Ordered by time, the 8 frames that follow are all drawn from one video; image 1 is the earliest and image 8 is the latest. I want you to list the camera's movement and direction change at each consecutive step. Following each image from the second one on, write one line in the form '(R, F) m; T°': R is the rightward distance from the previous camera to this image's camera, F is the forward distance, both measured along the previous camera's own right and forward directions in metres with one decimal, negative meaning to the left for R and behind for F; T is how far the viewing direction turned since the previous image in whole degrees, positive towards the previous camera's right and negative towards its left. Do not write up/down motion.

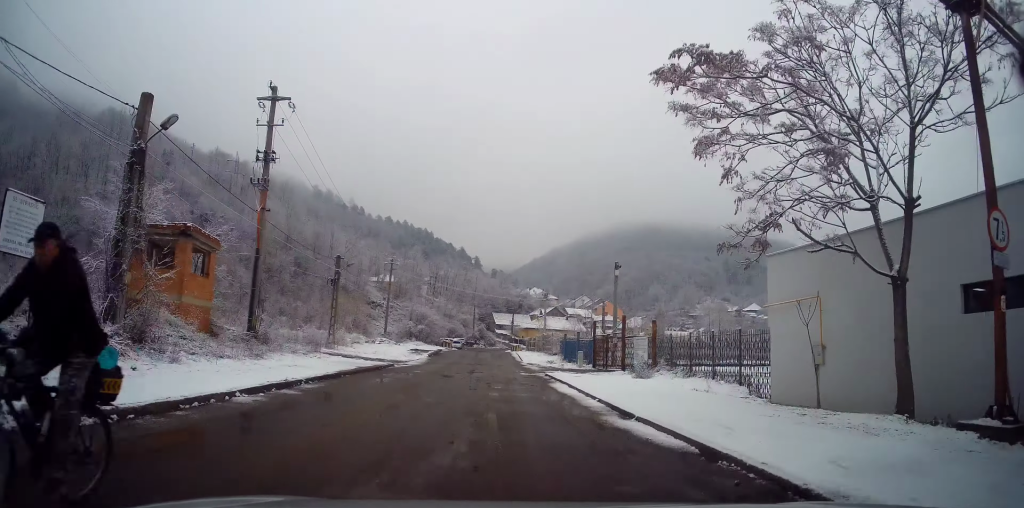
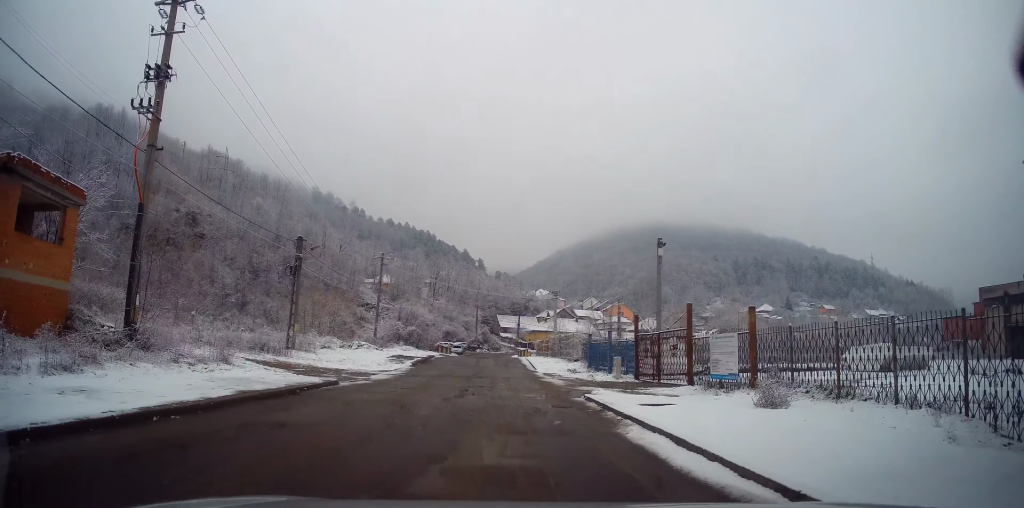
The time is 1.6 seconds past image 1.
(+0.4, +9.9) m; +4°
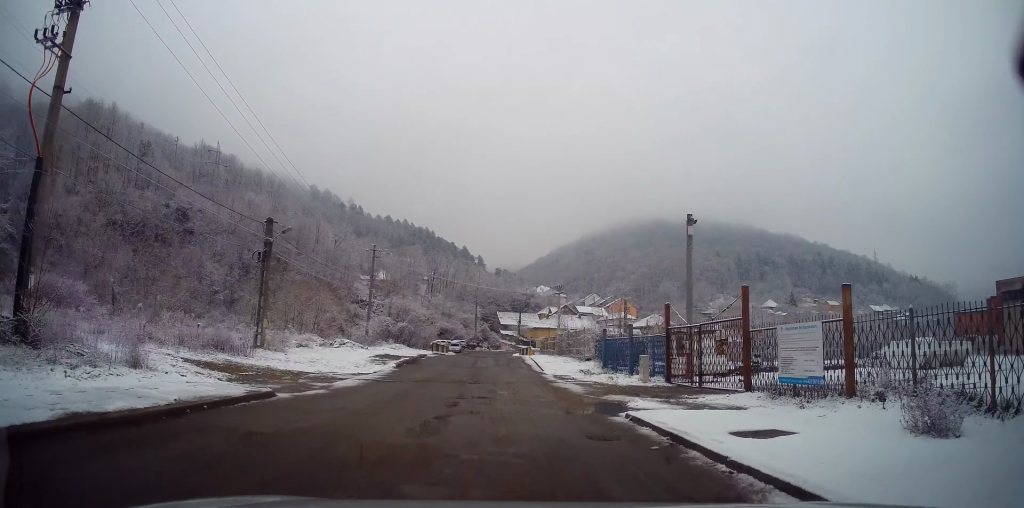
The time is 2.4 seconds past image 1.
(-0.1, +5.0) m; +1°
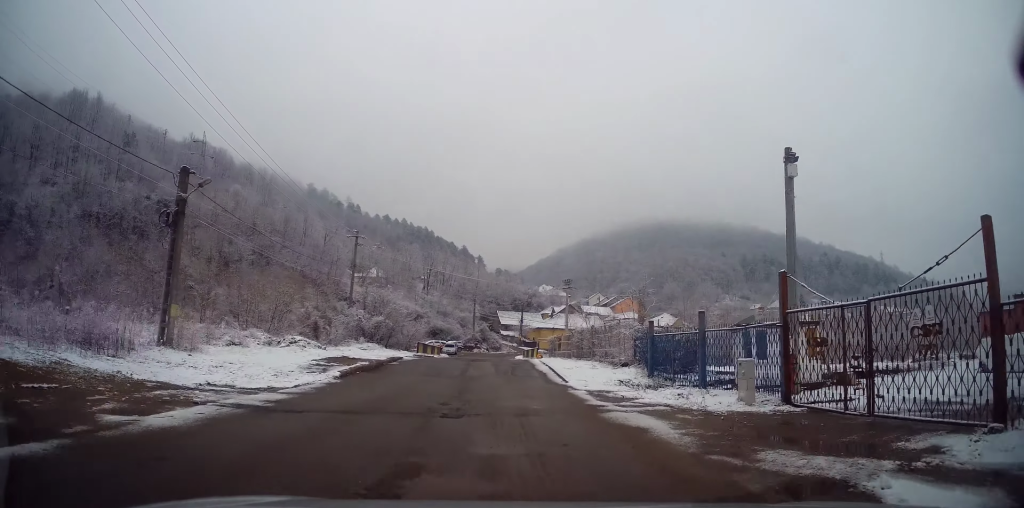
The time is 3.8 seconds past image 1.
(-0.1, +9.2) m; -3°
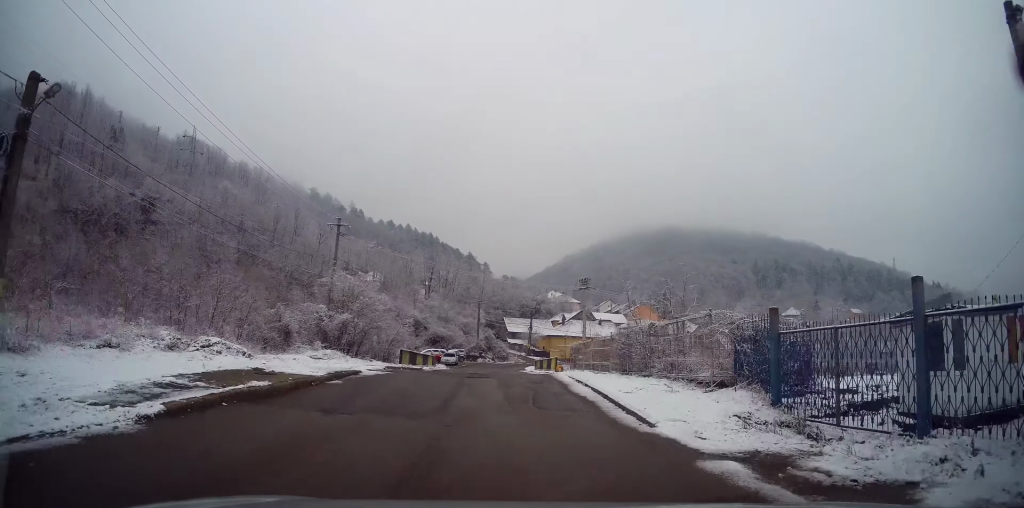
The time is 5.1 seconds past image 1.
(0.0, +9.3) m; +1°
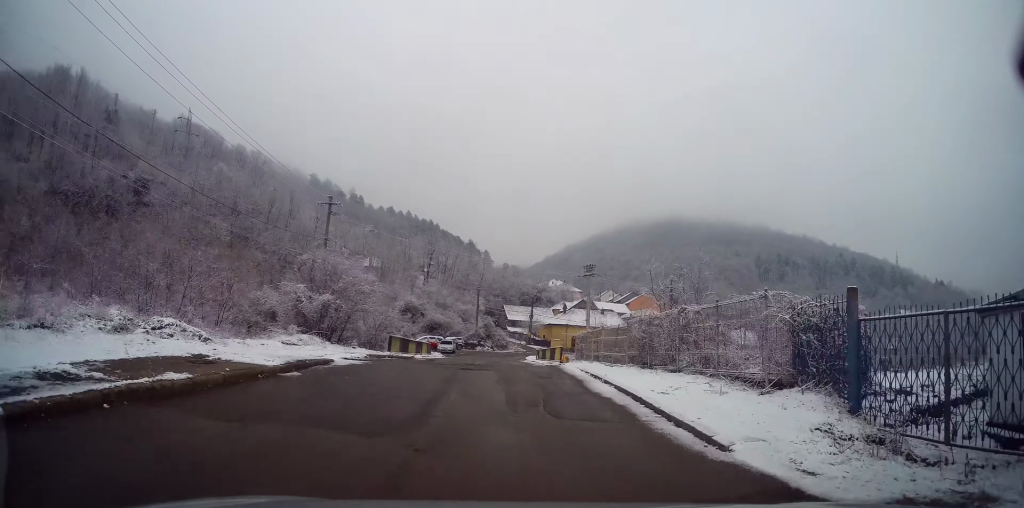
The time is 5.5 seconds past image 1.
(0.0, +3.0) m; 0°
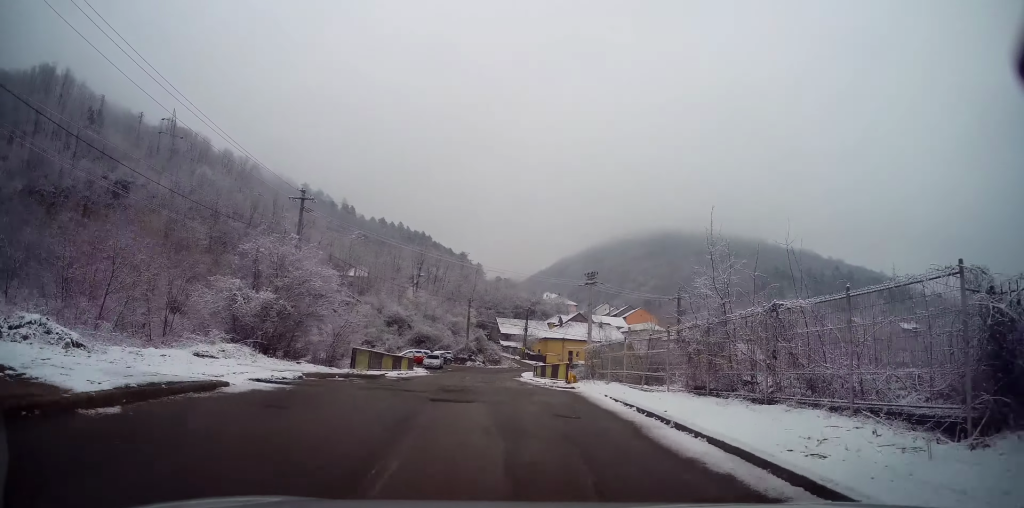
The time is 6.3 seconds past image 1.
(-0.1, +5.6) m; -1°
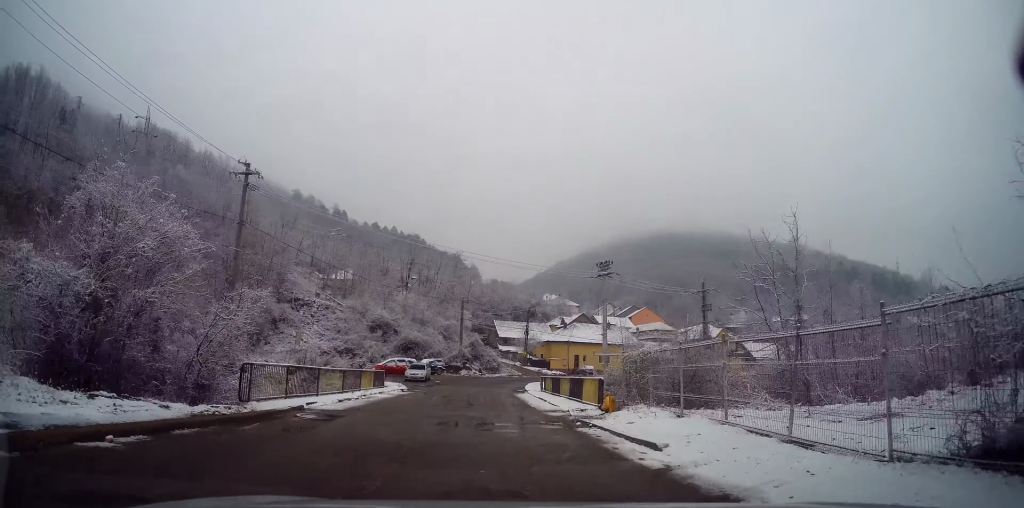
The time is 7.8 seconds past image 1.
(+0.2, +9.7) m; 0°
